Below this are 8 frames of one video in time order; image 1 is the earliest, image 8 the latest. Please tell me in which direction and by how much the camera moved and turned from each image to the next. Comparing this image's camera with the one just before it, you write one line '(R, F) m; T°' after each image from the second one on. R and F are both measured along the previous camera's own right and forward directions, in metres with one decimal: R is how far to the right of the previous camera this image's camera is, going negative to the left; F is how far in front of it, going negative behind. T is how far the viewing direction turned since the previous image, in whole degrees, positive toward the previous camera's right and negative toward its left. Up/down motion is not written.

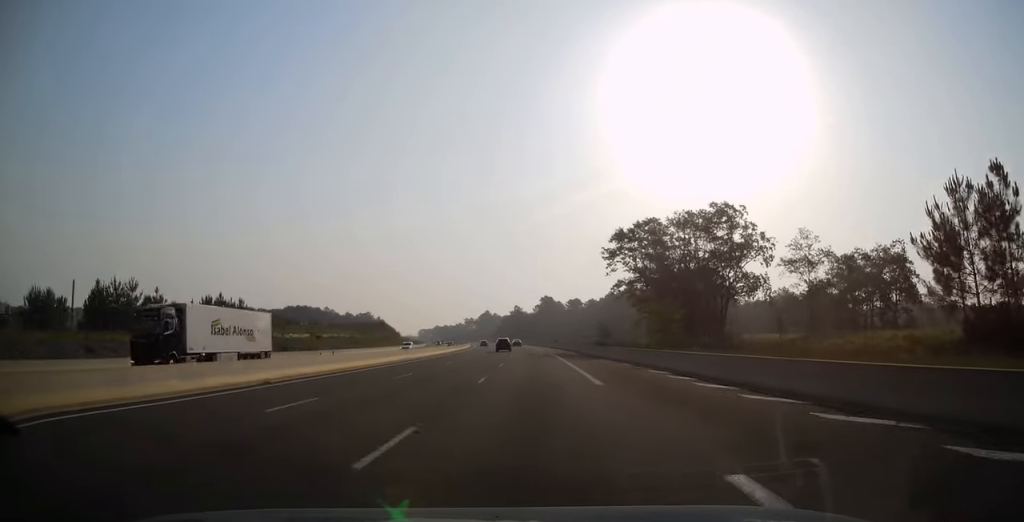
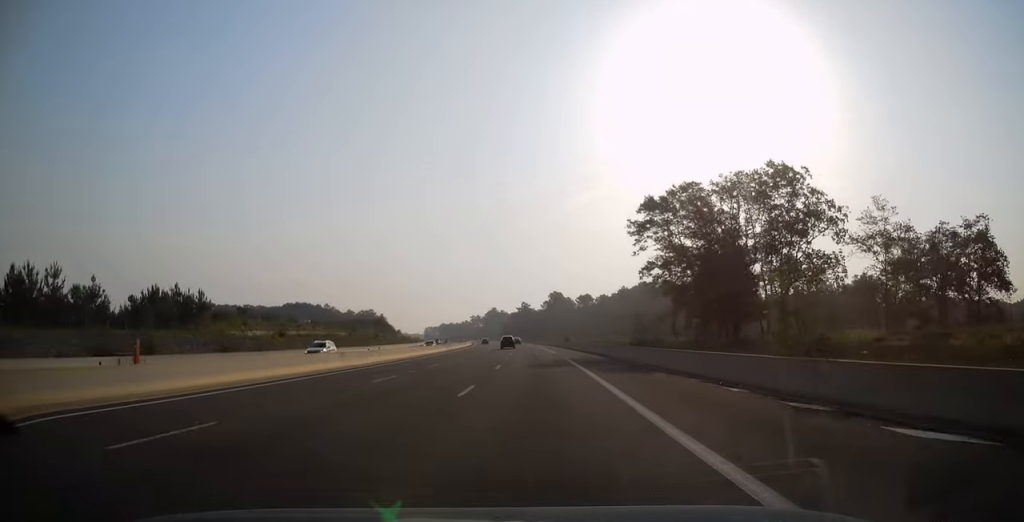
(0.0, +18.1) m; -1°
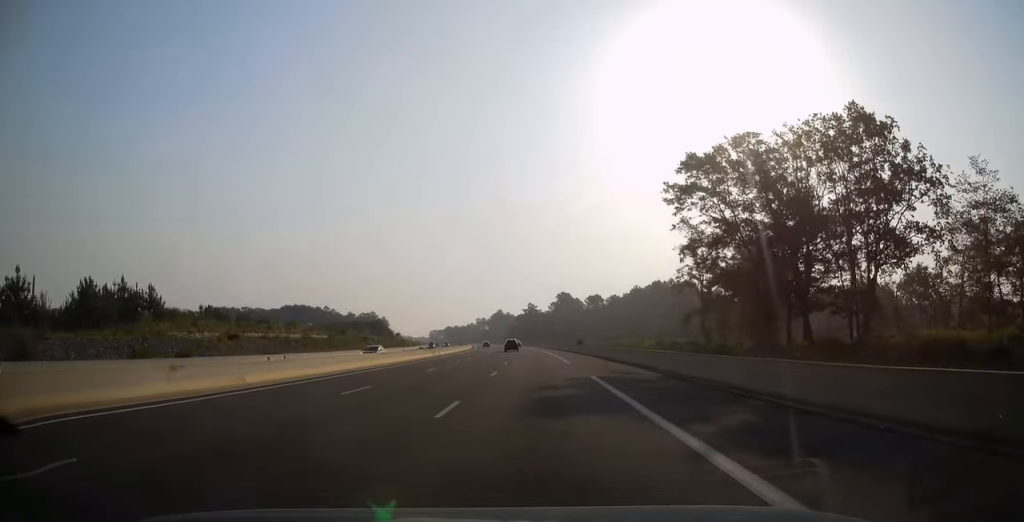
(0.0, +16.7) m; -1°
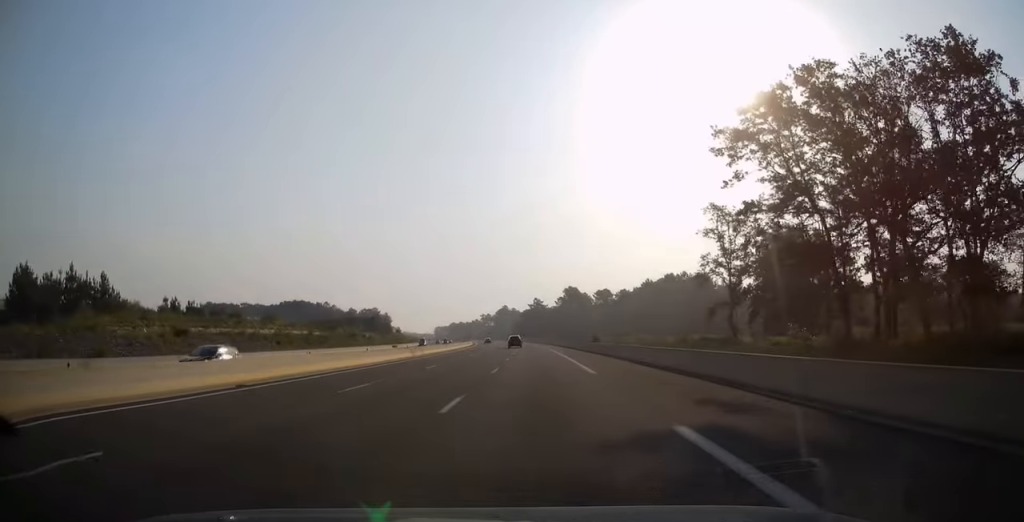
(-0.1, +12.7) m; -1°
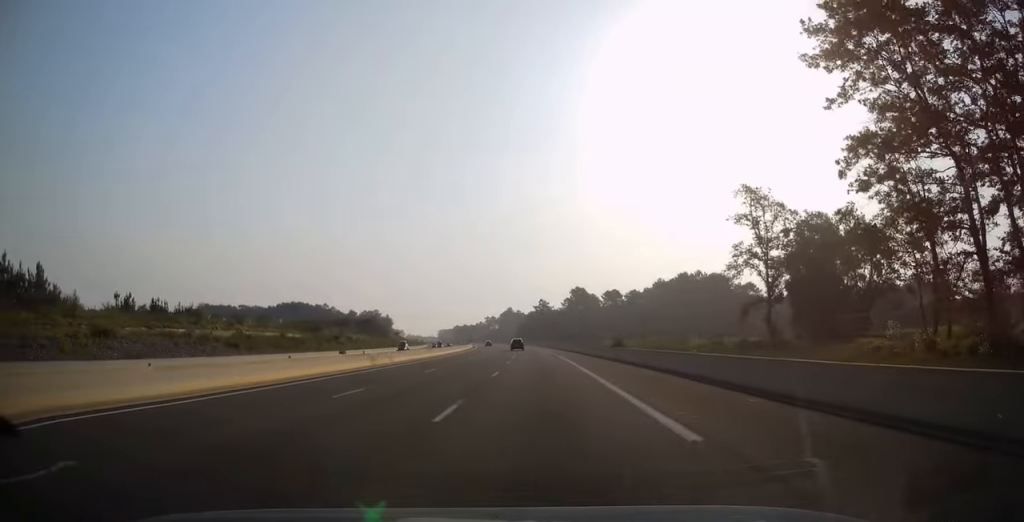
(0.0, +13.7) m; -1°
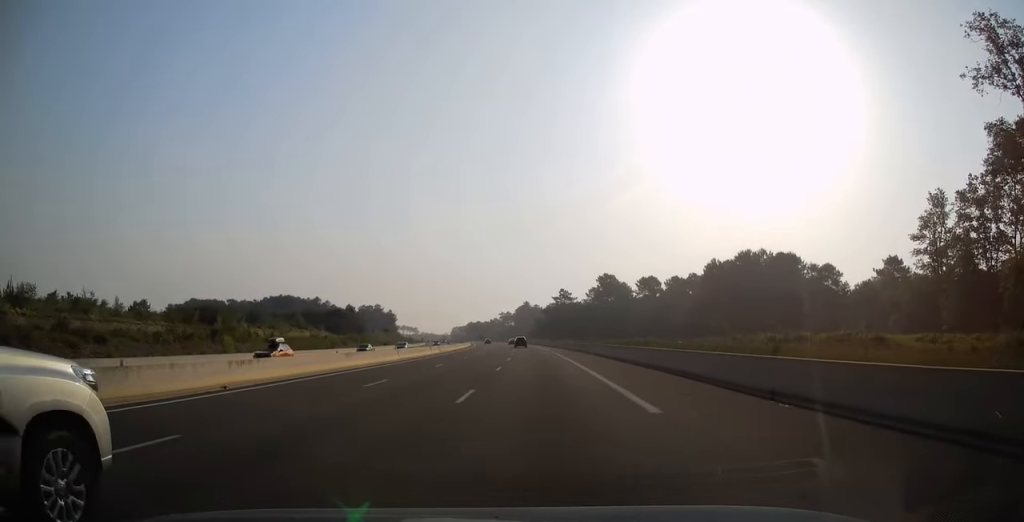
(-0.7, +49.6) m; -2°
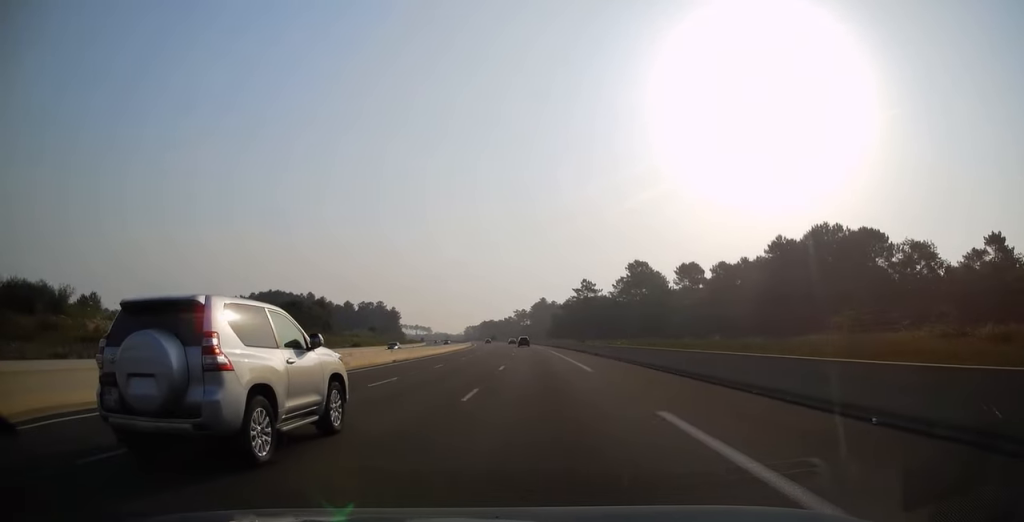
(-0.6, +38.8) m; -1°
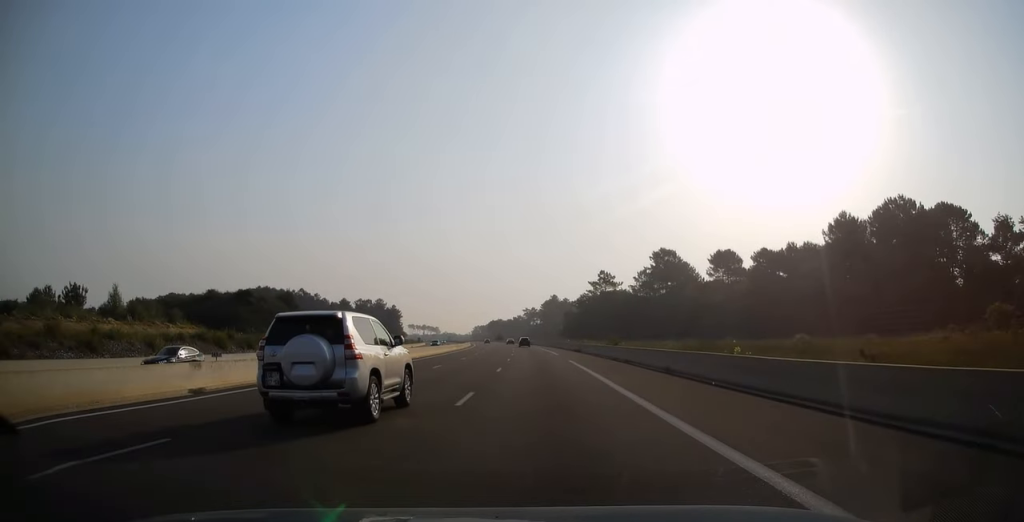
(-0.1, +27.0) m; 0°
